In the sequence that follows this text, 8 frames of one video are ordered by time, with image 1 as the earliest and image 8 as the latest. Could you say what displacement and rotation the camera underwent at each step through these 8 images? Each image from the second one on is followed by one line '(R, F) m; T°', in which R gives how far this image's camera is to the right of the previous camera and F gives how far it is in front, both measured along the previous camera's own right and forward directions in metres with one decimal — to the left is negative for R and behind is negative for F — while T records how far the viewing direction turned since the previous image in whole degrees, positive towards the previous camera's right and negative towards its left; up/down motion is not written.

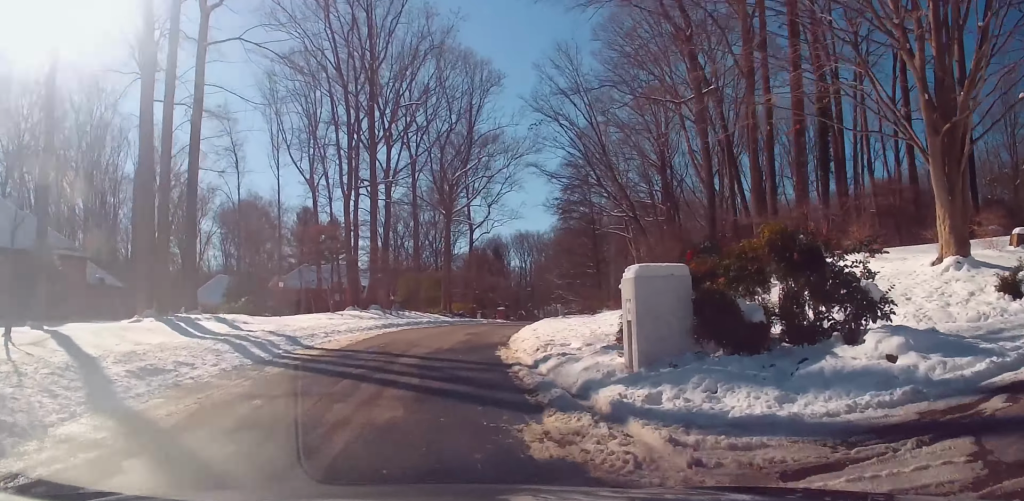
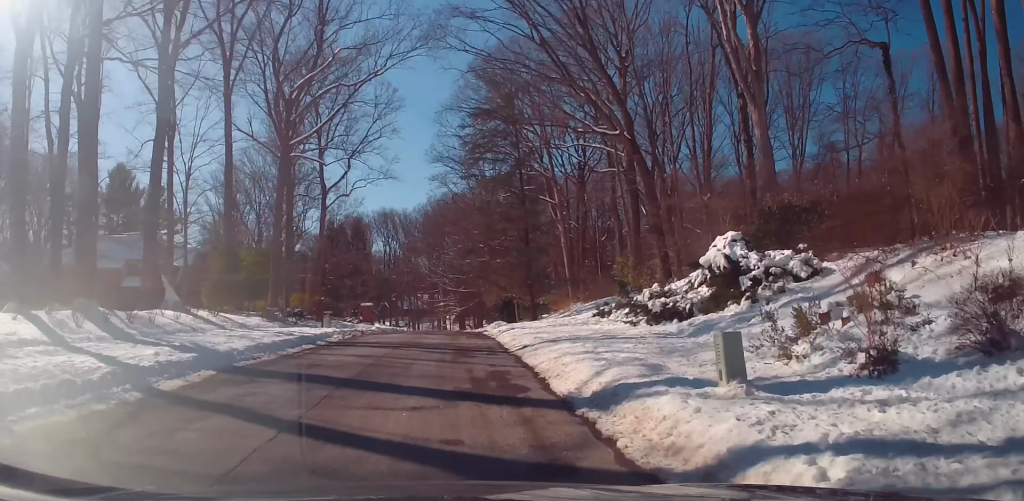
(+4.6, +31.8) m; +14°
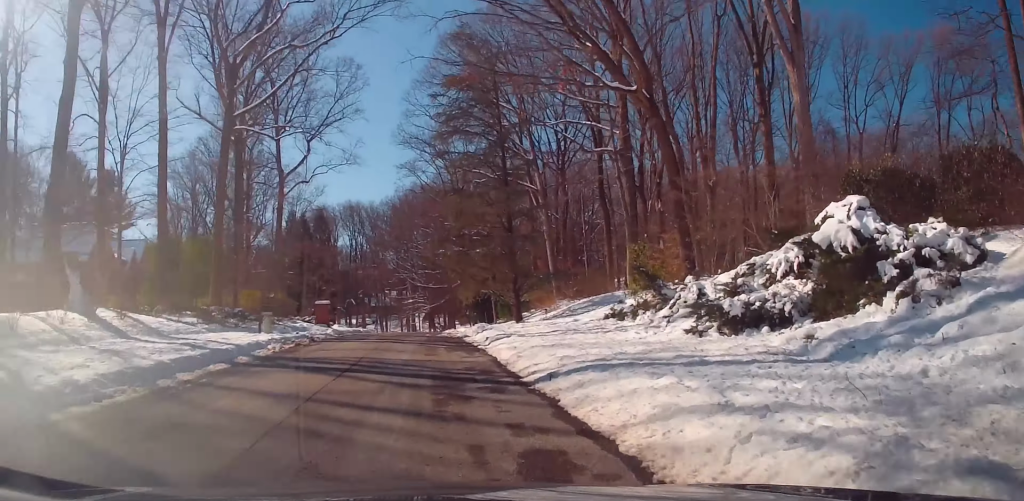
(+0.2, +6.5) m; 0°
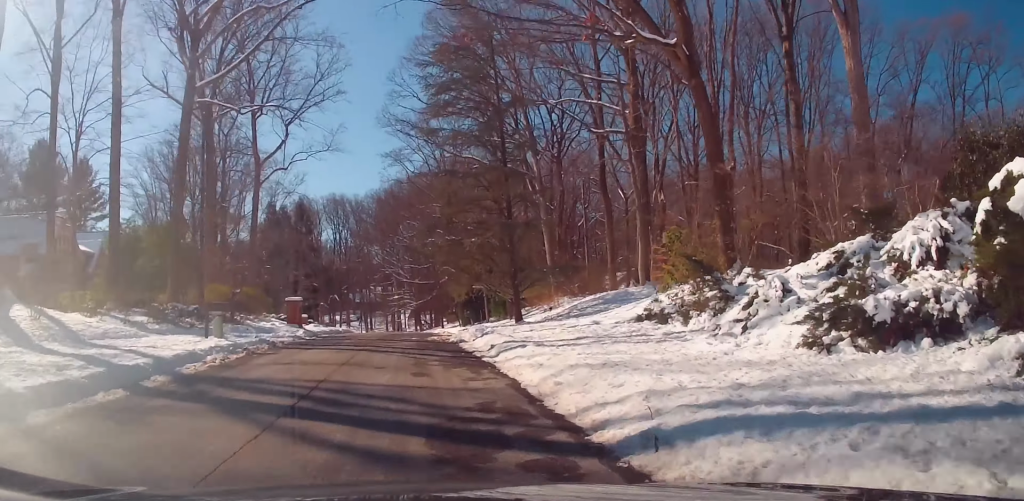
(-0.1, +4.8) m; -1°
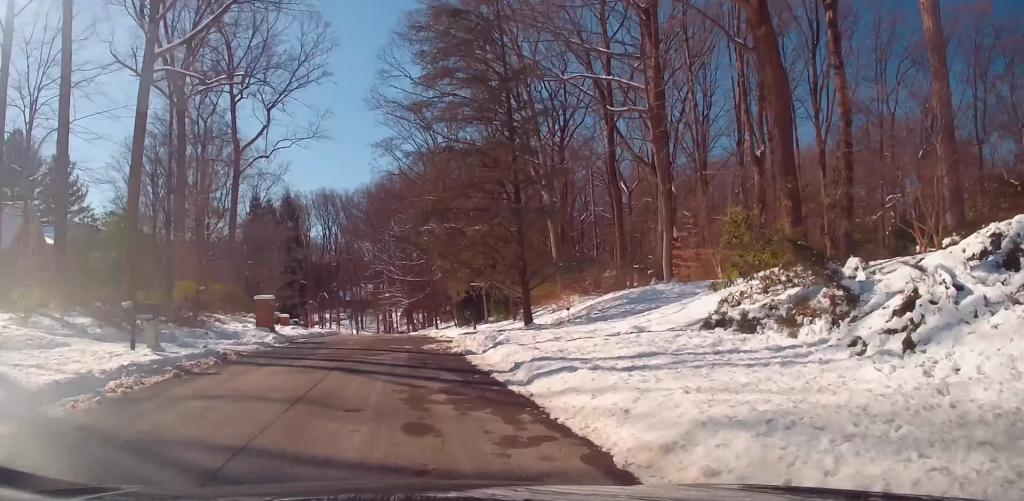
(-0.1, +4.8) m; -1°
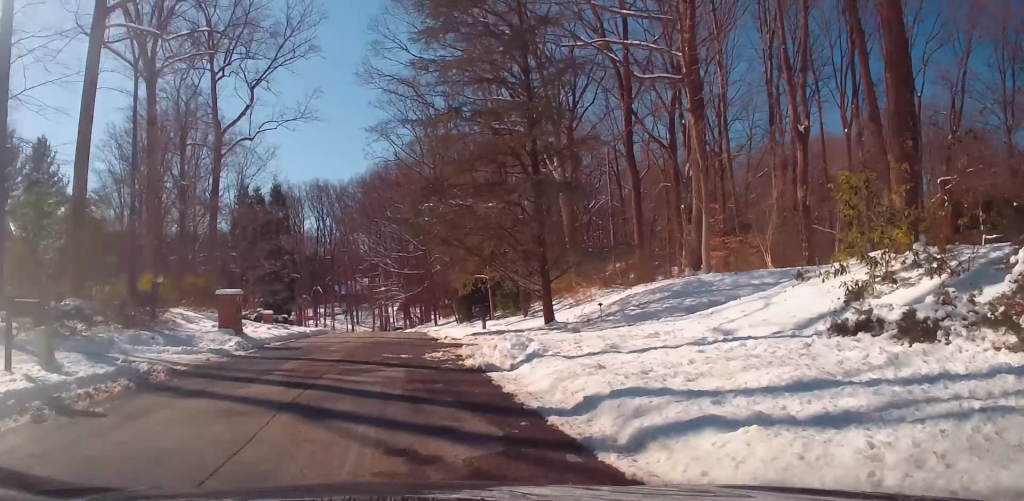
(0.0, +4.8) m; 0°
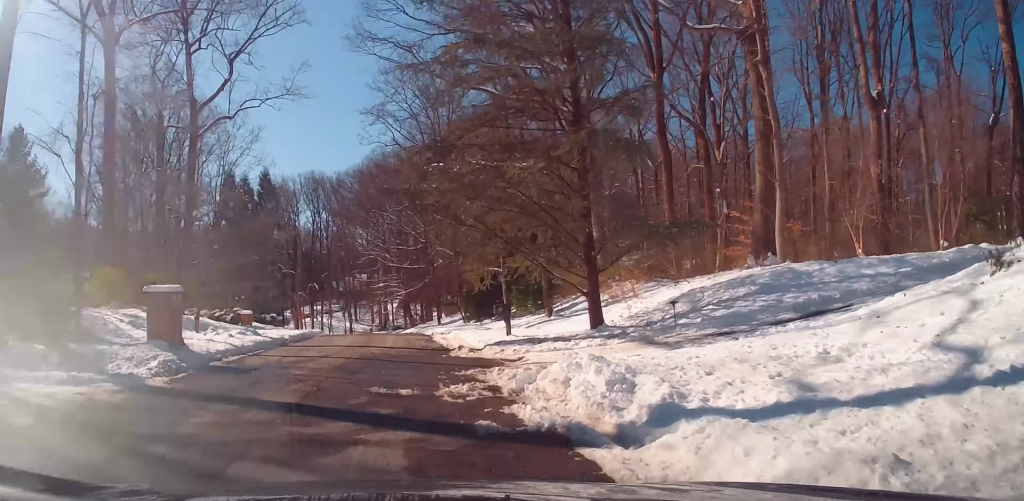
(0.0, +6.1) m; 0°
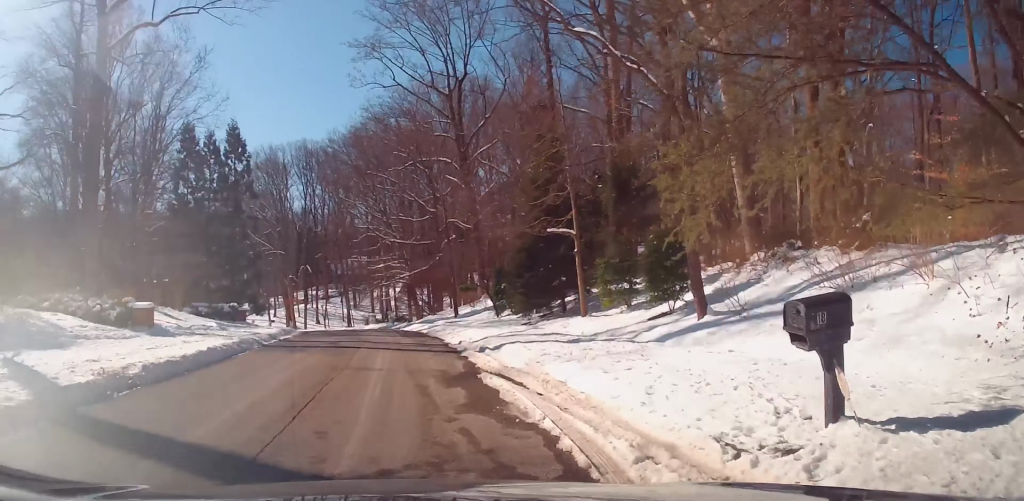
(0.0, +16.3) m; -1°
